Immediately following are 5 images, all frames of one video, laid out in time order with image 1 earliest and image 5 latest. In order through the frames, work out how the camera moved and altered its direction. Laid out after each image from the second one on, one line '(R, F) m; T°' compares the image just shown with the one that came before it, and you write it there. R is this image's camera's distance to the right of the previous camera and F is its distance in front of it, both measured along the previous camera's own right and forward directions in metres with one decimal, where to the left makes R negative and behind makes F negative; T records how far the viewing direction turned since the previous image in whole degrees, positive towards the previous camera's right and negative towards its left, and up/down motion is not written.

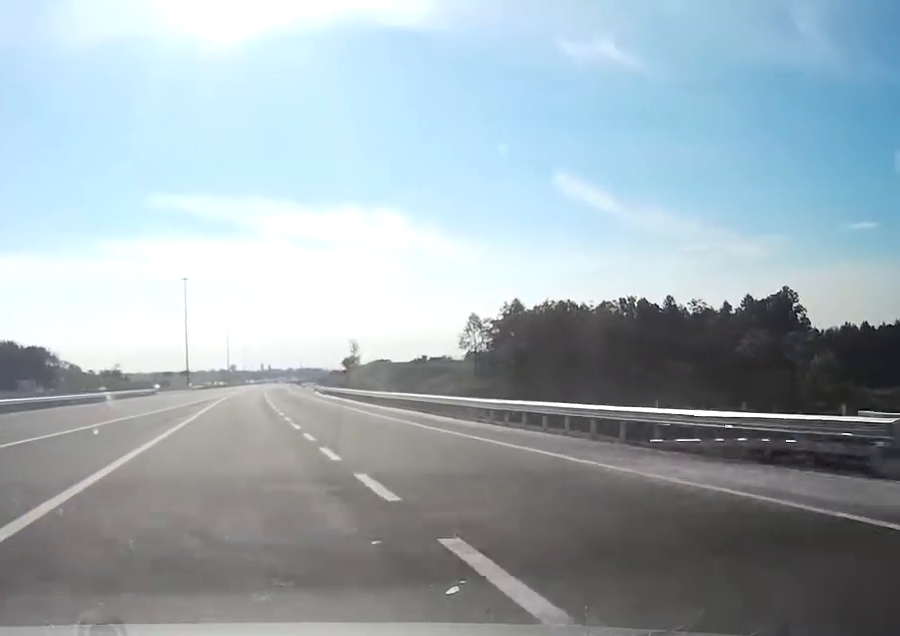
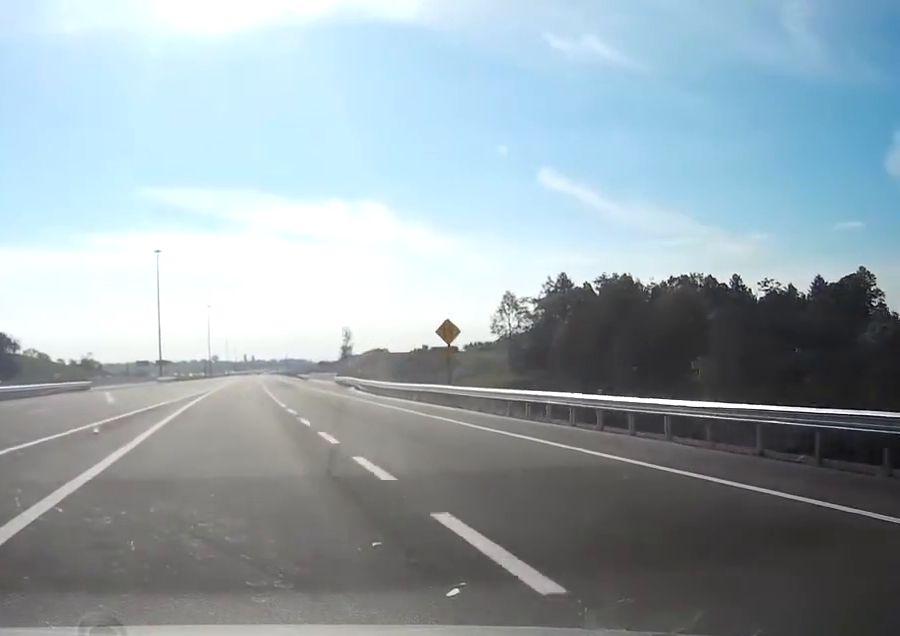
(0.0, +45.2) m; 0°
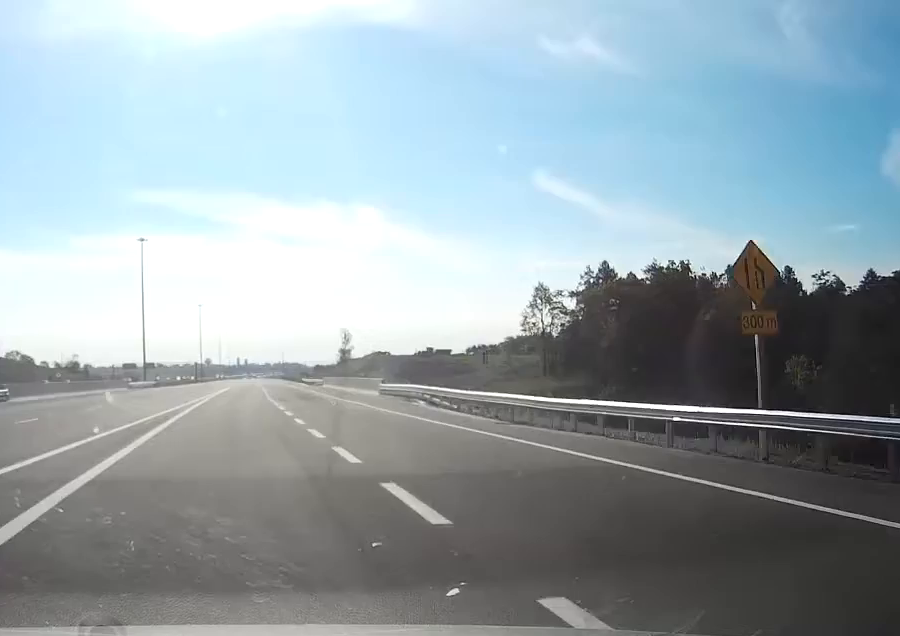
(0.0, +26.1) m; 0°
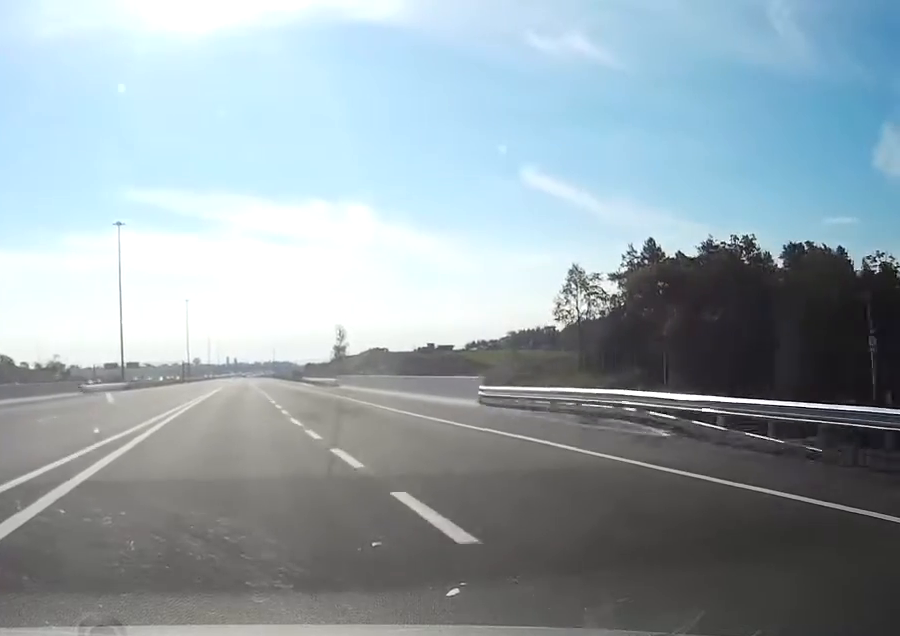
(0.0, +24.2) m; 0°
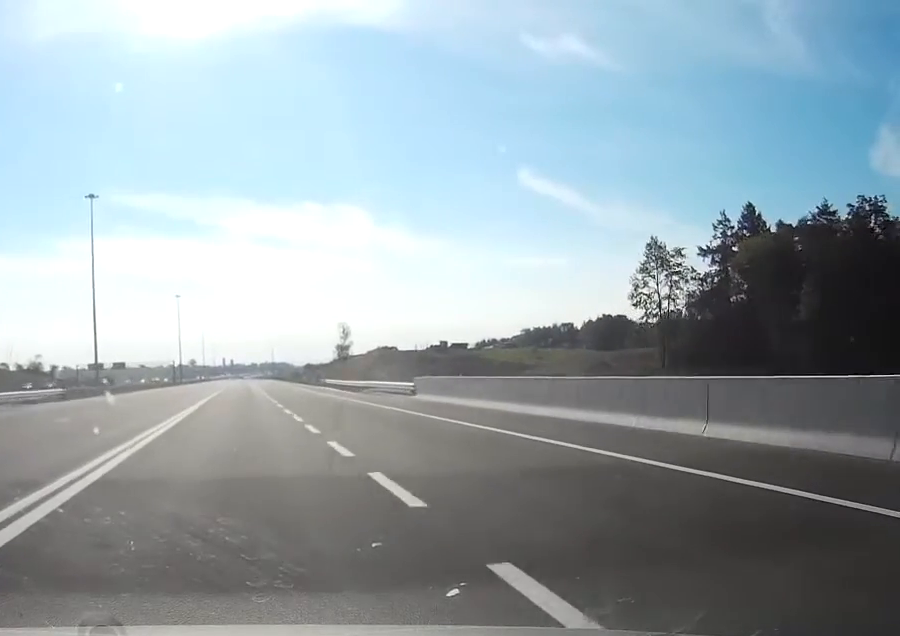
(0.0, +33.2) m; 0°
